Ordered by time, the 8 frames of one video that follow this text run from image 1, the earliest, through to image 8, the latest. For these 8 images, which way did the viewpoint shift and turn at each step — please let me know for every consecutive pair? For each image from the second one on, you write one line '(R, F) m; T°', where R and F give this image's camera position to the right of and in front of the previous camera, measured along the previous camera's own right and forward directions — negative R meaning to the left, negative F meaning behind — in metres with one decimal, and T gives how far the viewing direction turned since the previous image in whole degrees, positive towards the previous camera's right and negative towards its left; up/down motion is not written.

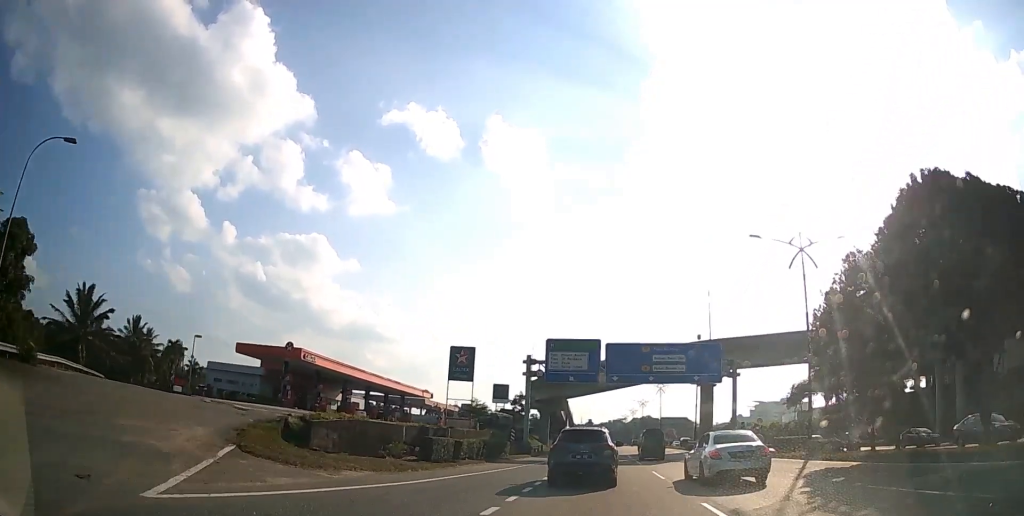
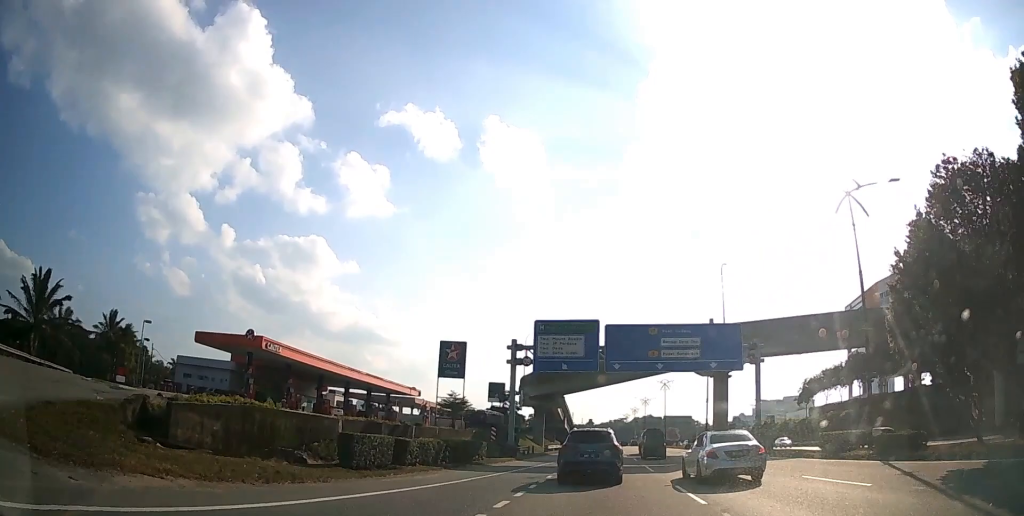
(0.0, +7.8) m; 0°
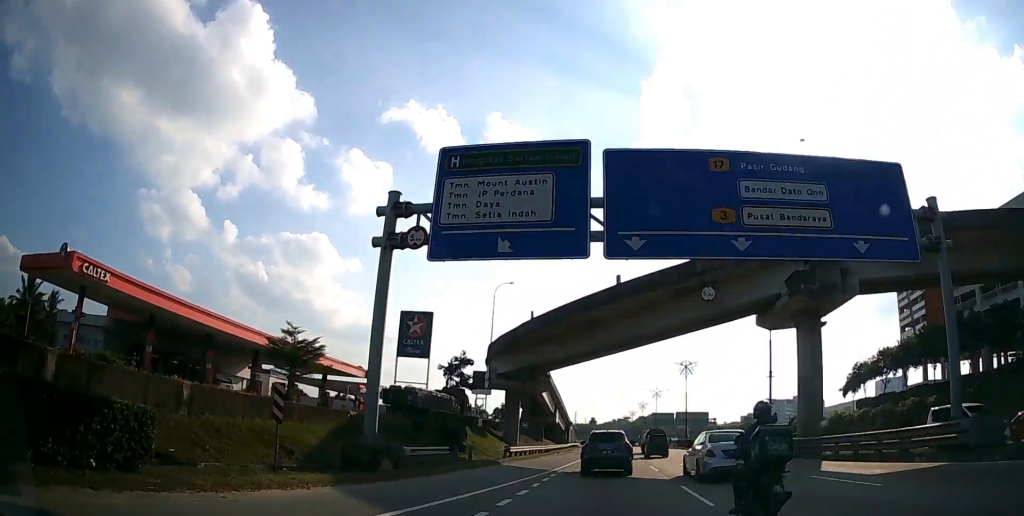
(-0.1, +24.5) m; 0°
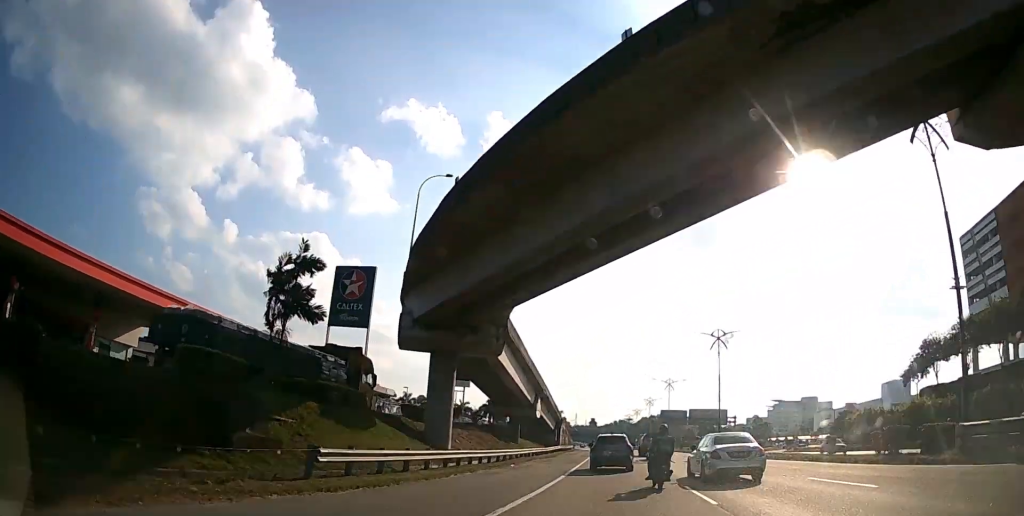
(0.0, +22.8) m; 0°
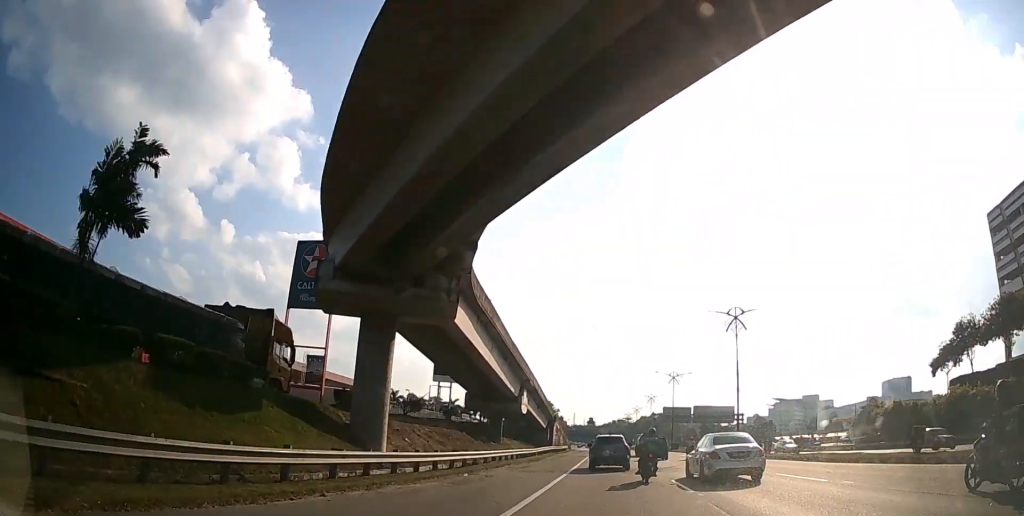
(0.0, +9.4) m; 0°
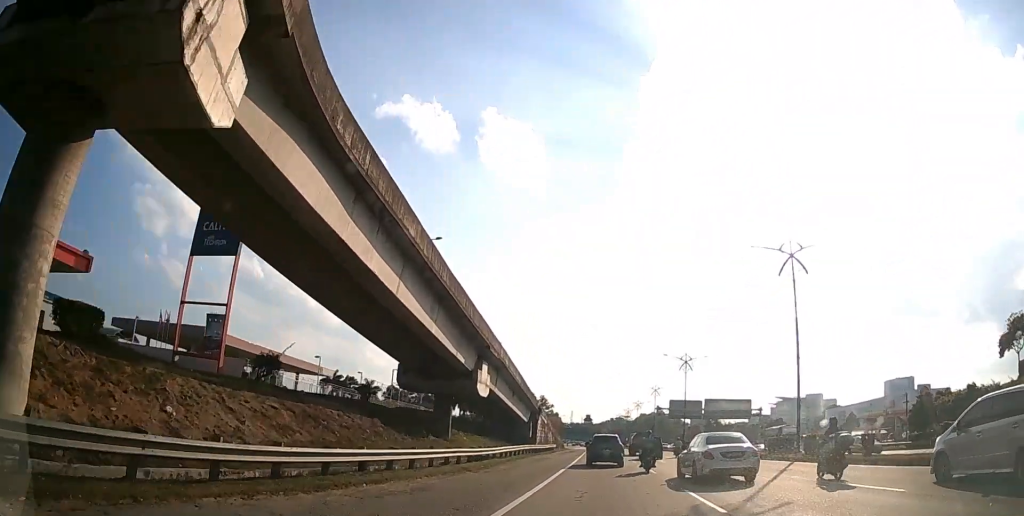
(0.0, +16.1) m; 0°
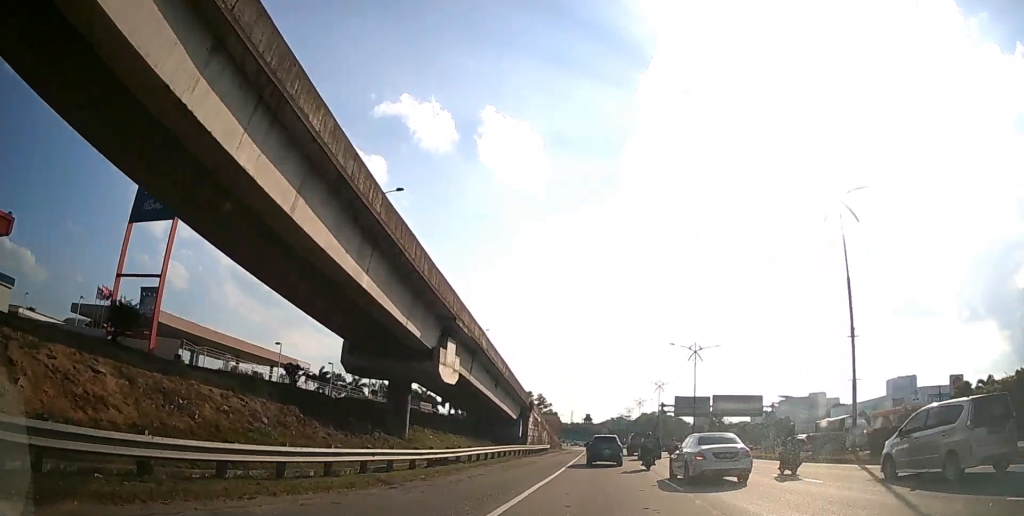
(0.0, +7.6) m; 0°
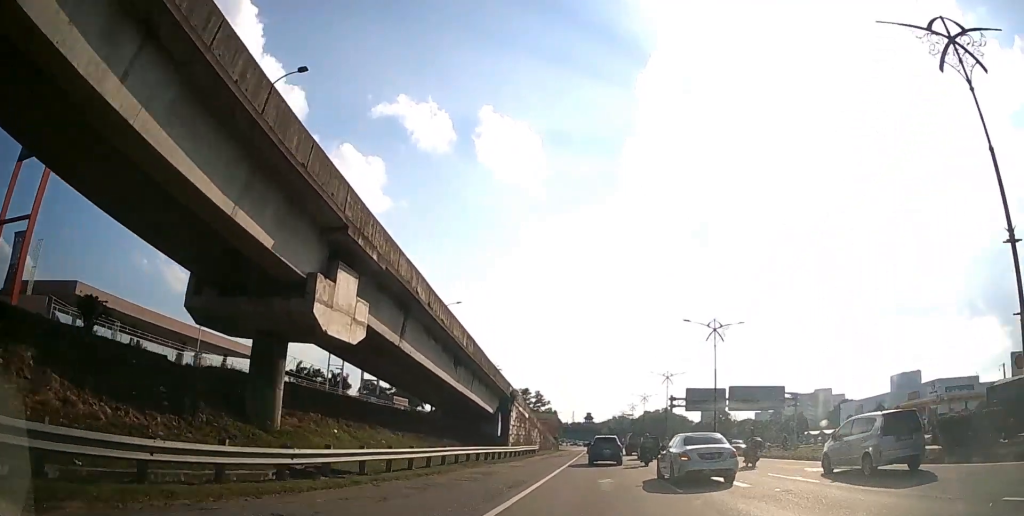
(0.0, +12.2) m; 0°
